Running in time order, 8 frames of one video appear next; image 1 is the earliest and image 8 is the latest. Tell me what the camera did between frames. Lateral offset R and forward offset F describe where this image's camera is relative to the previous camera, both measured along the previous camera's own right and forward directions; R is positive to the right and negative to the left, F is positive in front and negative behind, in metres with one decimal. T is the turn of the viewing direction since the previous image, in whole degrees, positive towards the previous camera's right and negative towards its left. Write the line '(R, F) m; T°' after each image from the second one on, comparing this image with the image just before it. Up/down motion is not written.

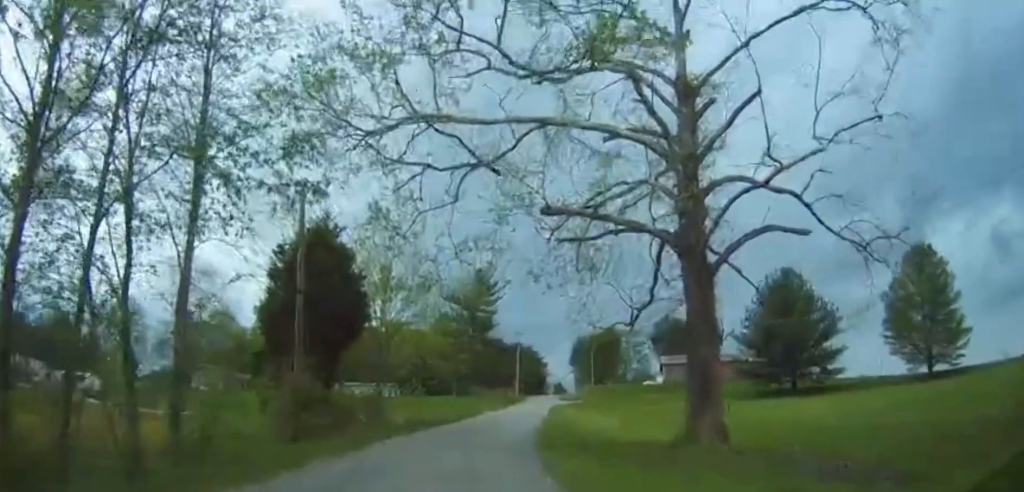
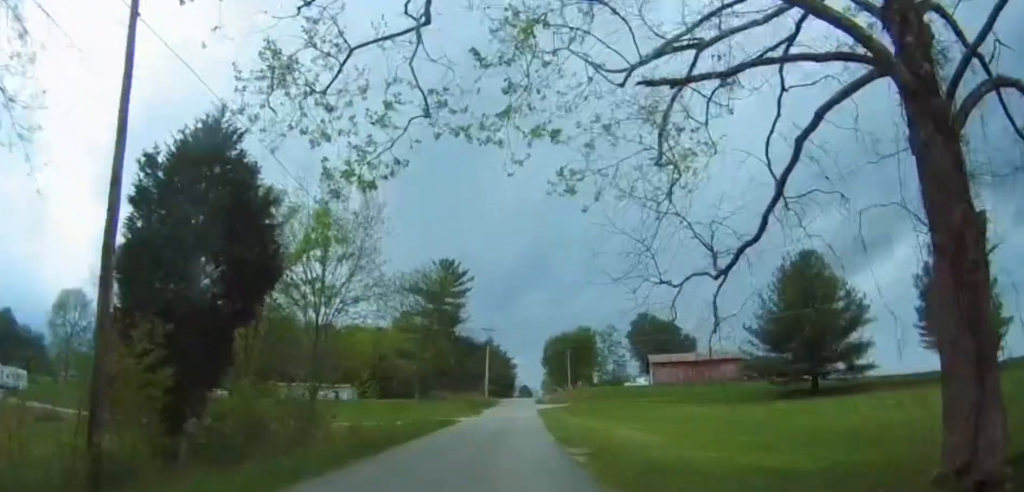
(+0.1, +11.2) m; +4°
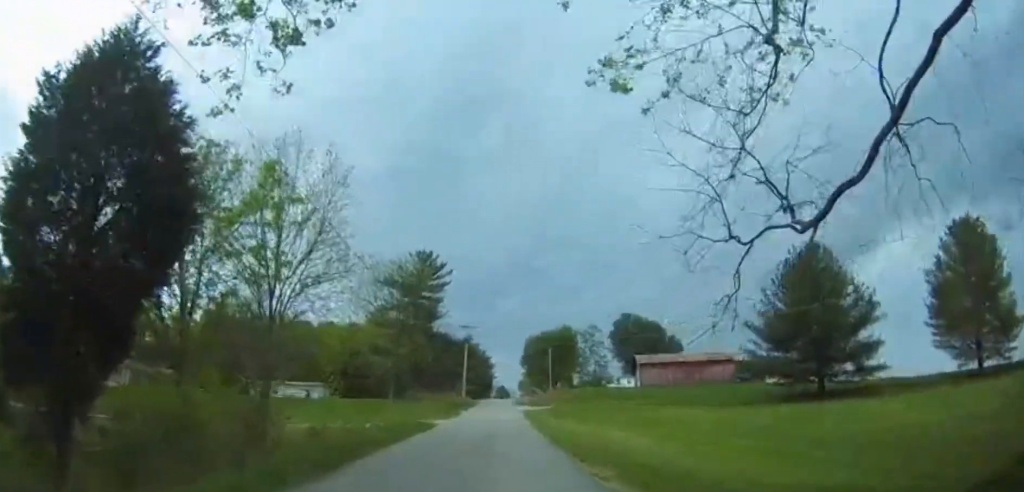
(+0.2, +4.9) m; +3°
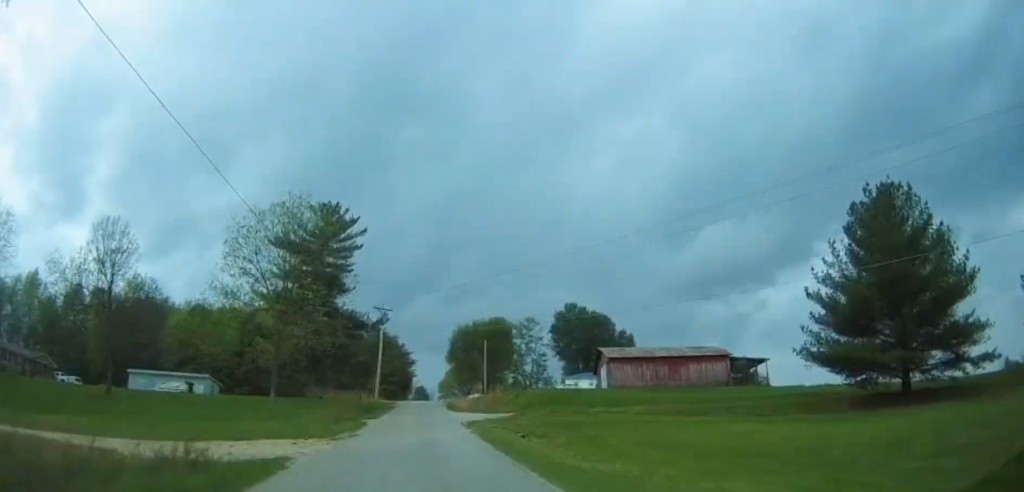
(+1.1, +20.9) m; +3°
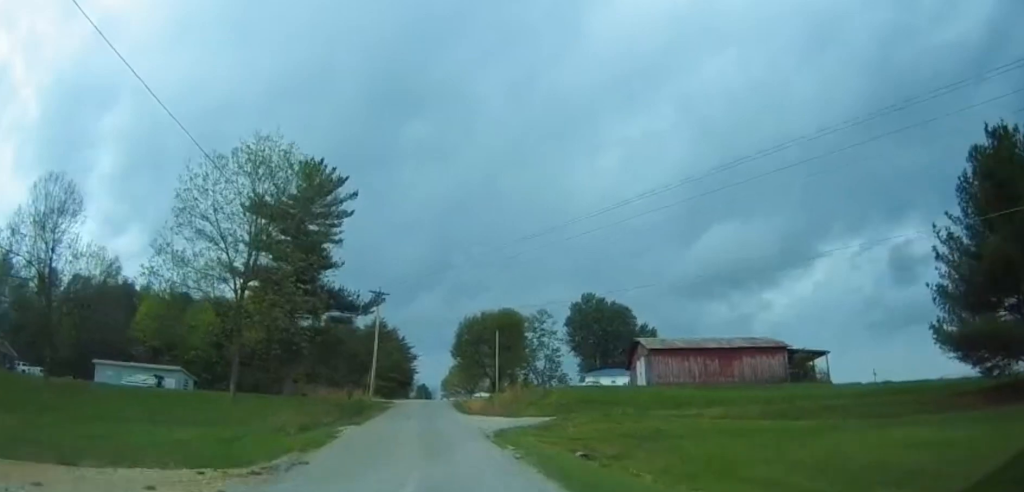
(+0.1, +11.5) m; +4°
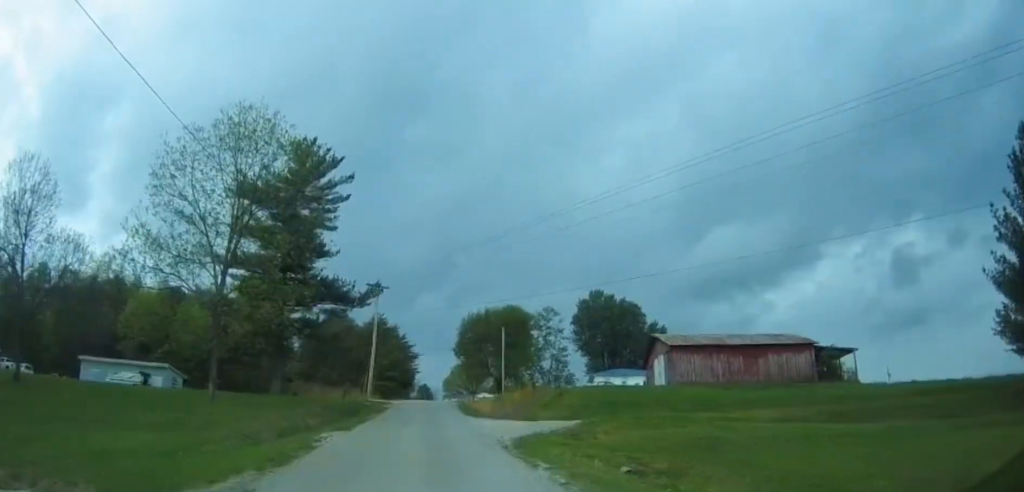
(+0.3, +4.3) m; 0°
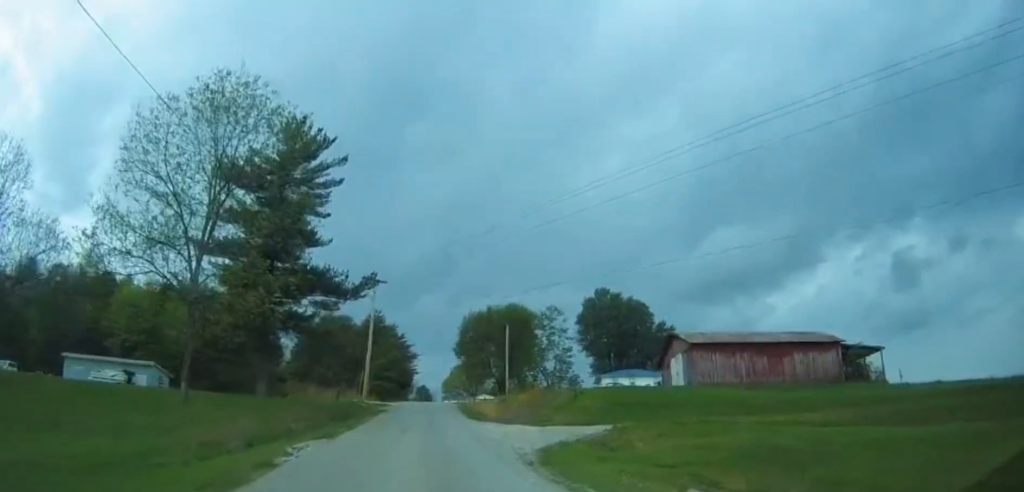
(+0.1, +4.0) m; 0°
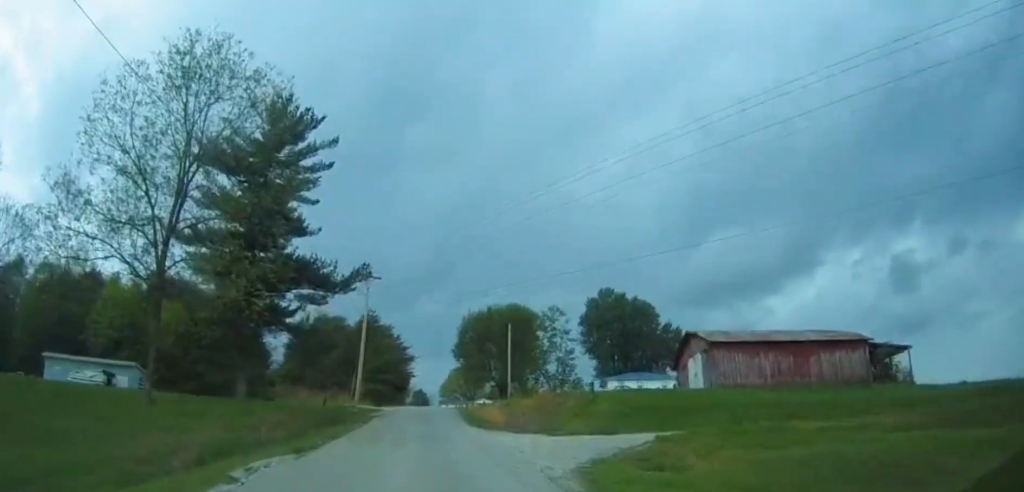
(-0.3, +4.1) m; 0°
